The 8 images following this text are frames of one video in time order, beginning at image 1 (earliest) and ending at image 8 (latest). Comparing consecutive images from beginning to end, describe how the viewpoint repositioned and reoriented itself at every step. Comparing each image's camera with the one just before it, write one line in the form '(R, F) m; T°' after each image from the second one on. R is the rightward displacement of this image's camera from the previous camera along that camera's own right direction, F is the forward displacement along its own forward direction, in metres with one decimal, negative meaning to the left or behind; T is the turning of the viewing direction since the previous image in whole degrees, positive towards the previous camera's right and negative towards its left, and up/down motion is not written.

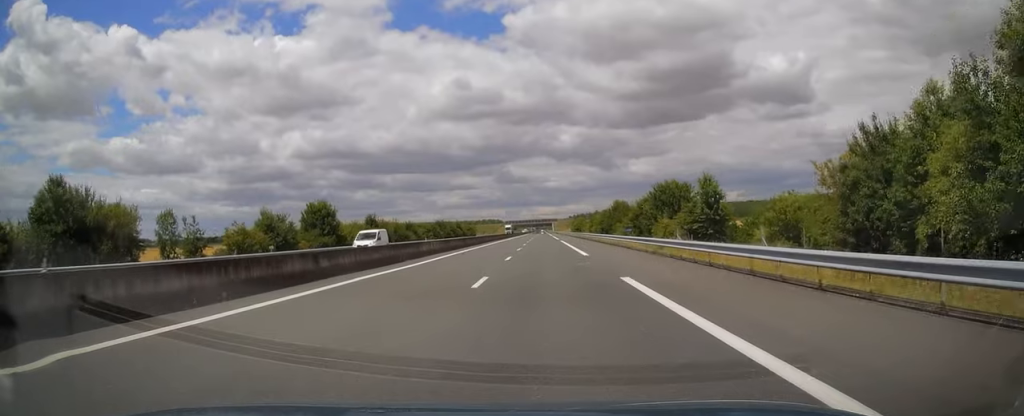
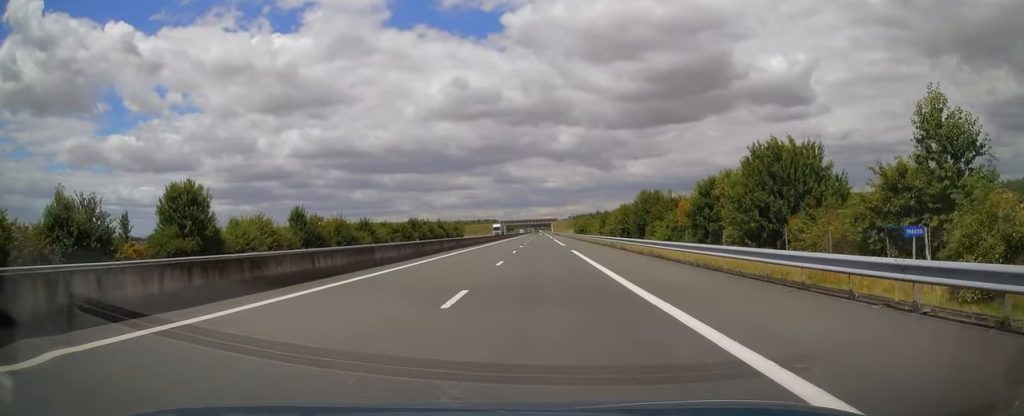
(0.0, +29.4) m; 0°
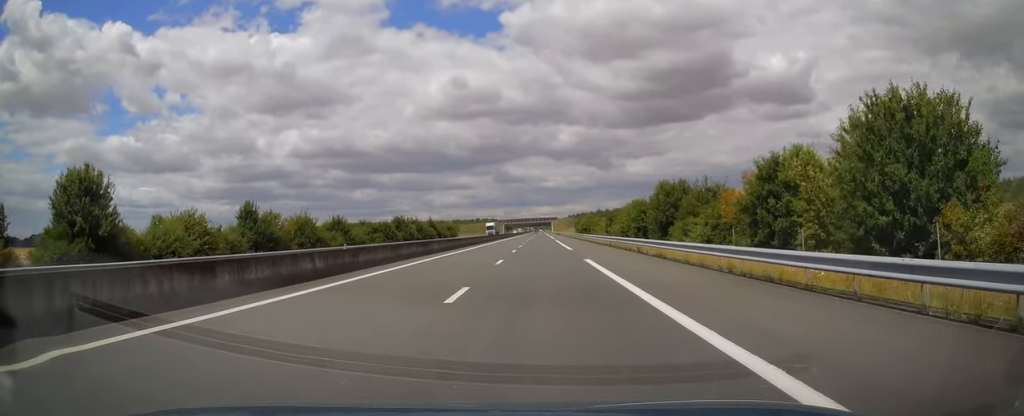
(0.0, +12.3) m; 0°
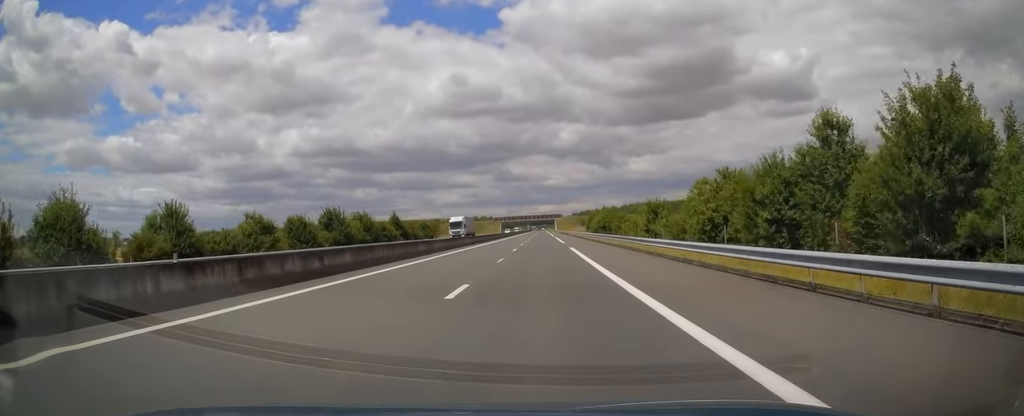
(-0.1, +38.2) m; 0°
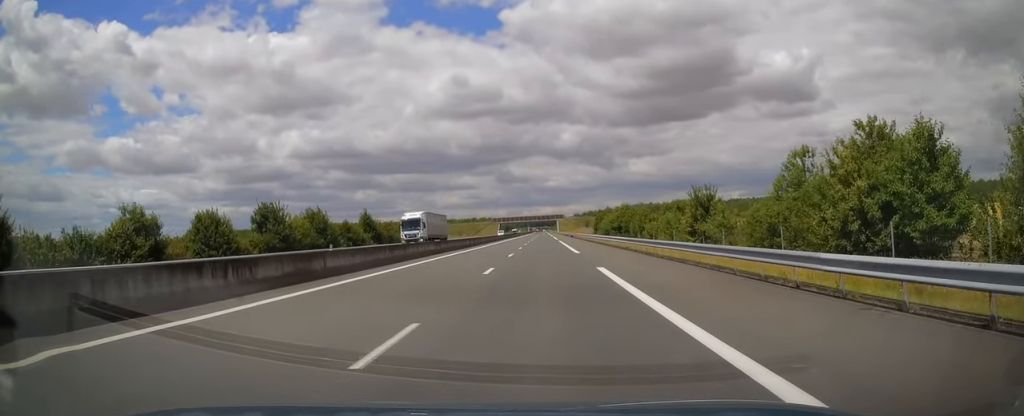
(0.0, +19.1) m; 0°
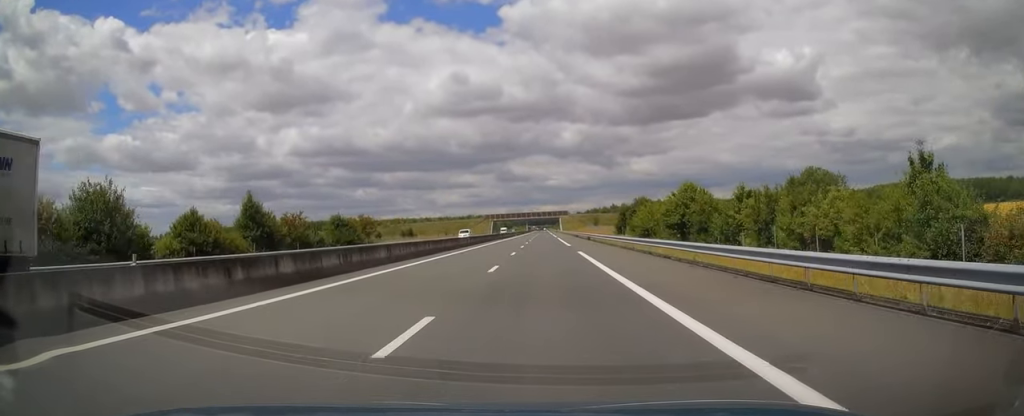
(-0.1, +38.2) m; 0°
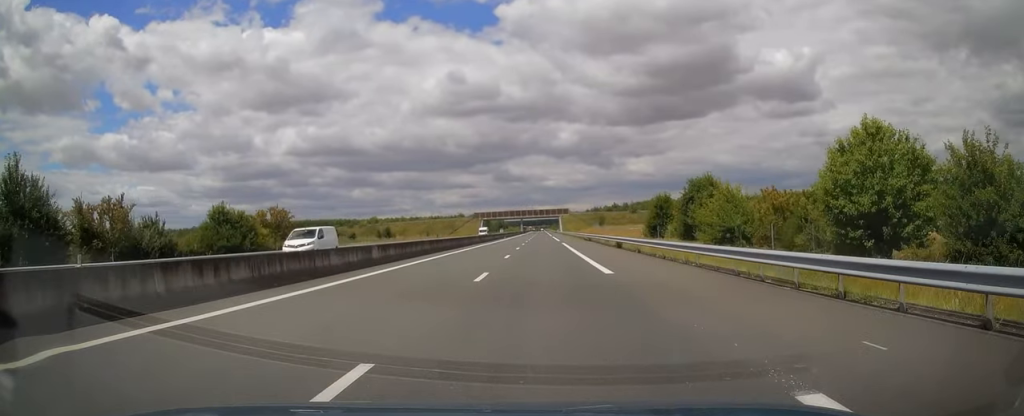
(+0.1, +29.4) m; 0°
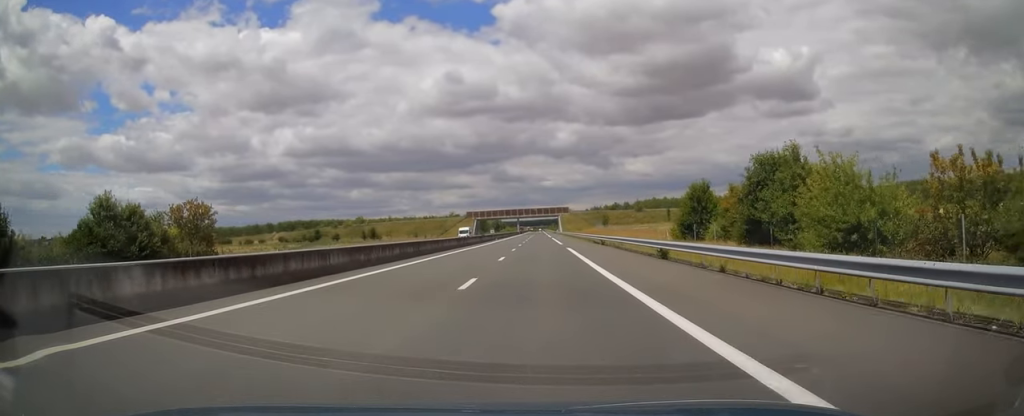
(0.0, +15.2) m; 0°
